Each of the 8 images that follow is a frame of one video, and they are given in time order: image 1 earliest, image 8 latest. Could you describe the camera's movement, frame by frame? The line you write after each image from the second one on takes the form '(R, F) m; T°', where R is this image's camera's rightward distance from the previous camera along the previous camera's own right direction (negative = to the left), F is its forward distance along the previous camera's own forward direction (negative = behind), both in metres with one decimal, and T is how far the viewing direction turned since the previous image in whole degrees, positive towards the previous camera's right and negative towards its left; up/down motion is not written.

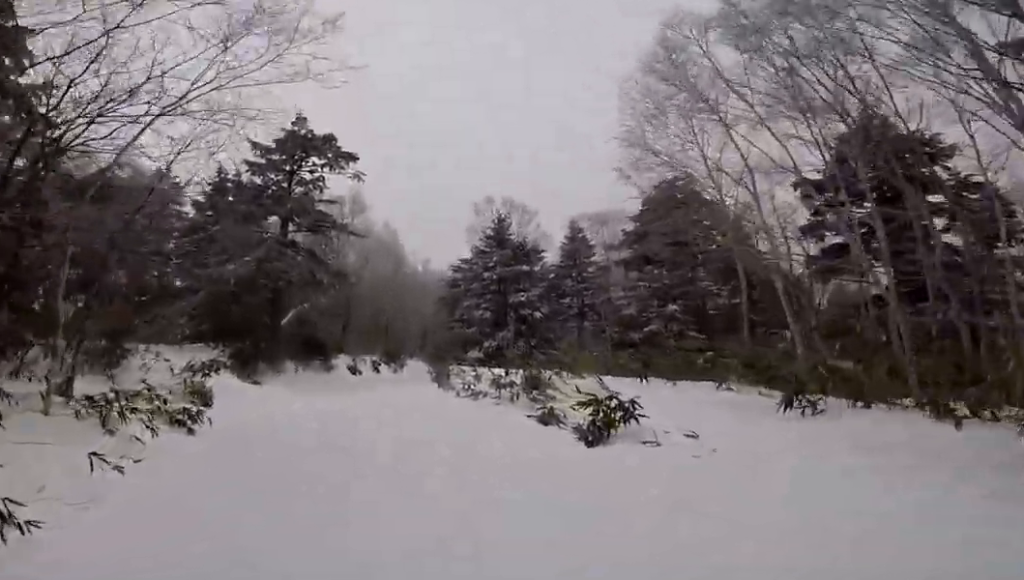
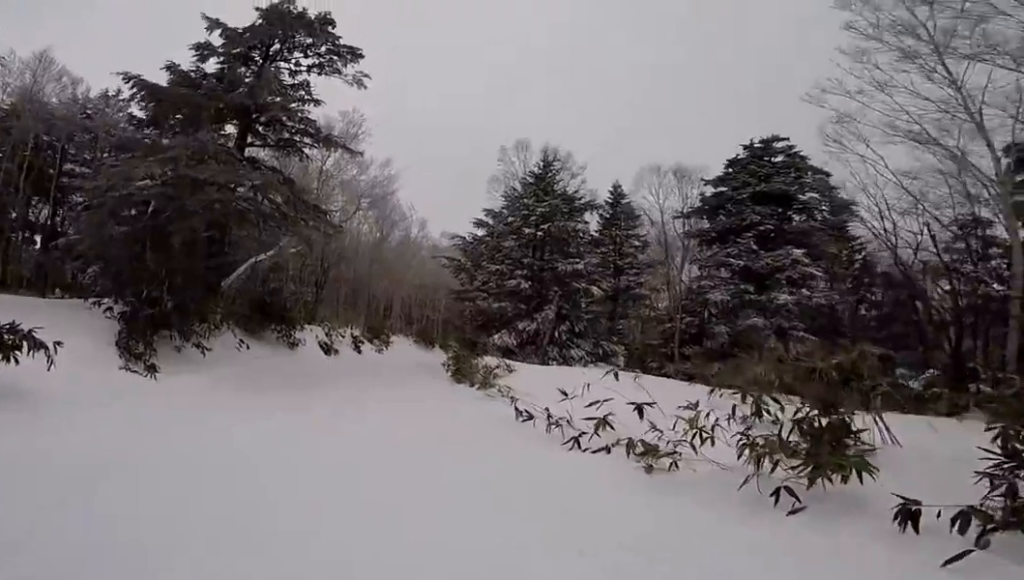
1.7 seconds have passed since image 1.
(+1.5, +6.9) m; +26°
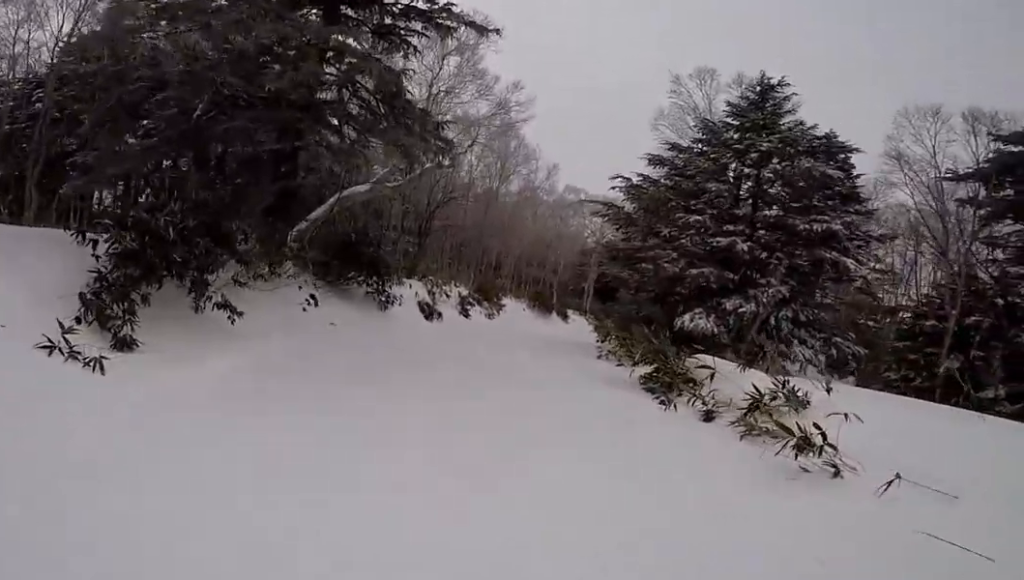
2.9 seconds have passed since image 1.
(+0.8, +5.1) m; -8°
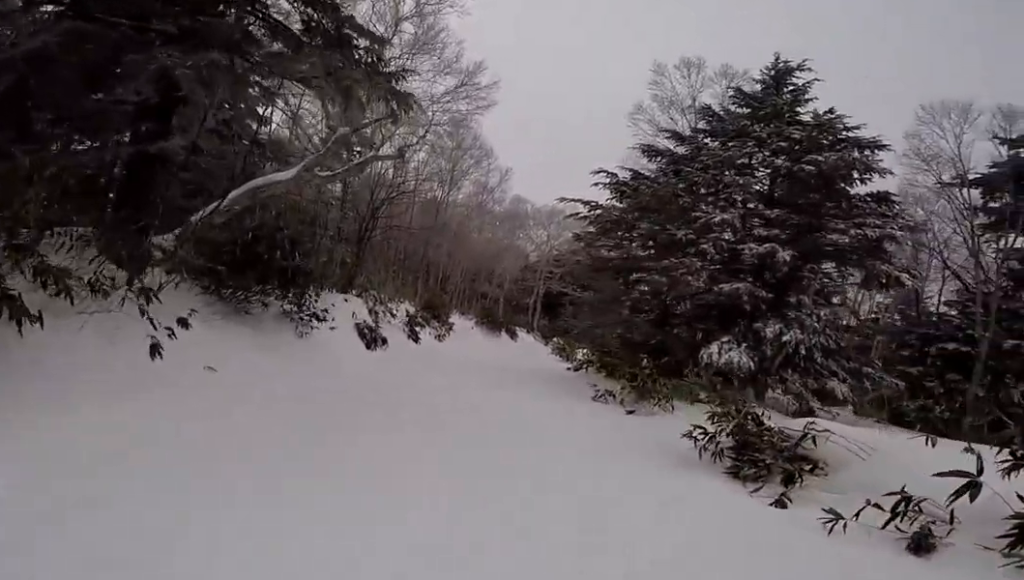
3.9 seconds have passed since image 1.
(-1.2, +3.6) m; -4°
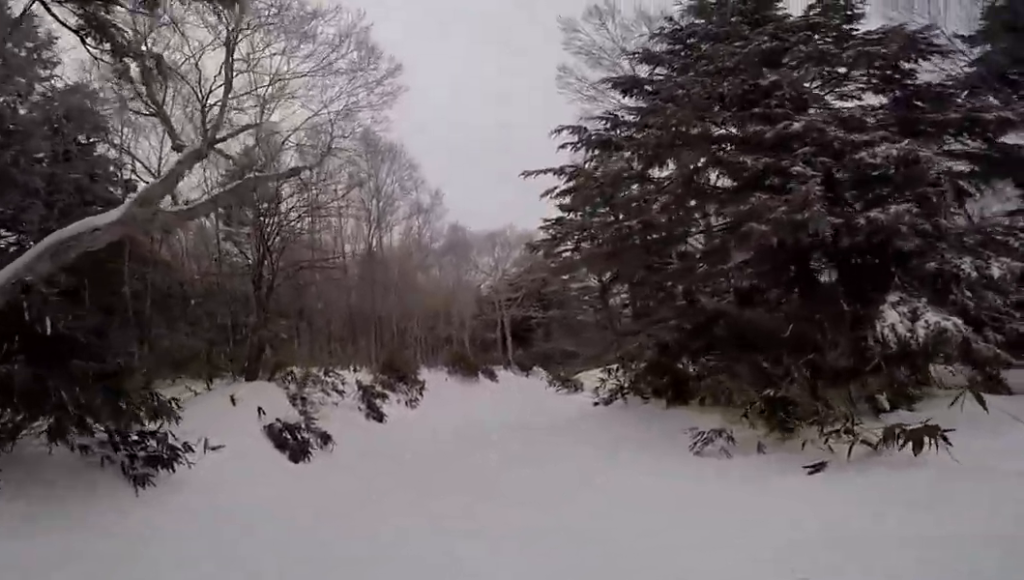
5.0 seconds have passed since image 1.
(+1.2, +4.8) m; +21°
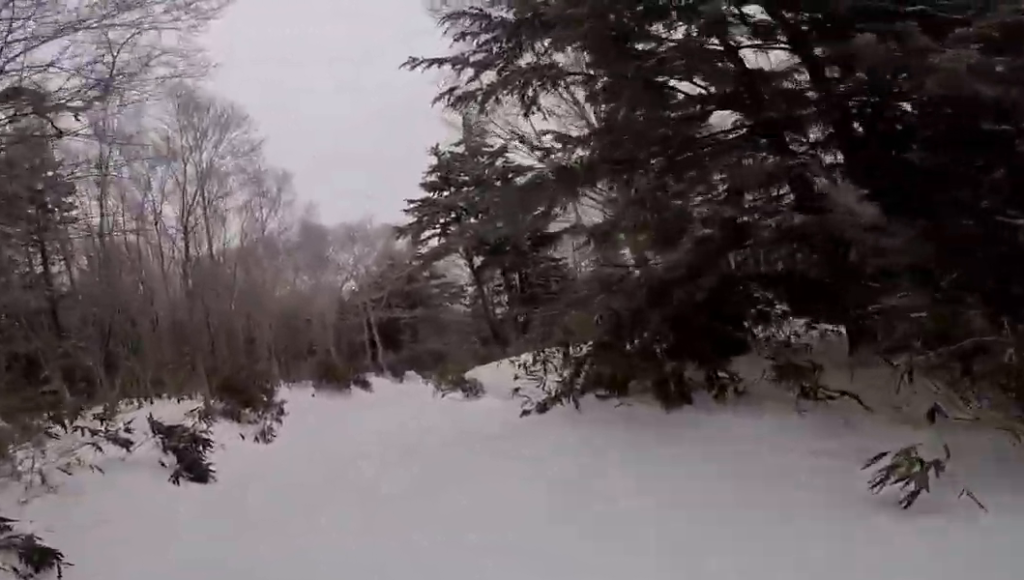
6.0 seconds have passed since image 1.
(+0.2, +4.7) m; +2°
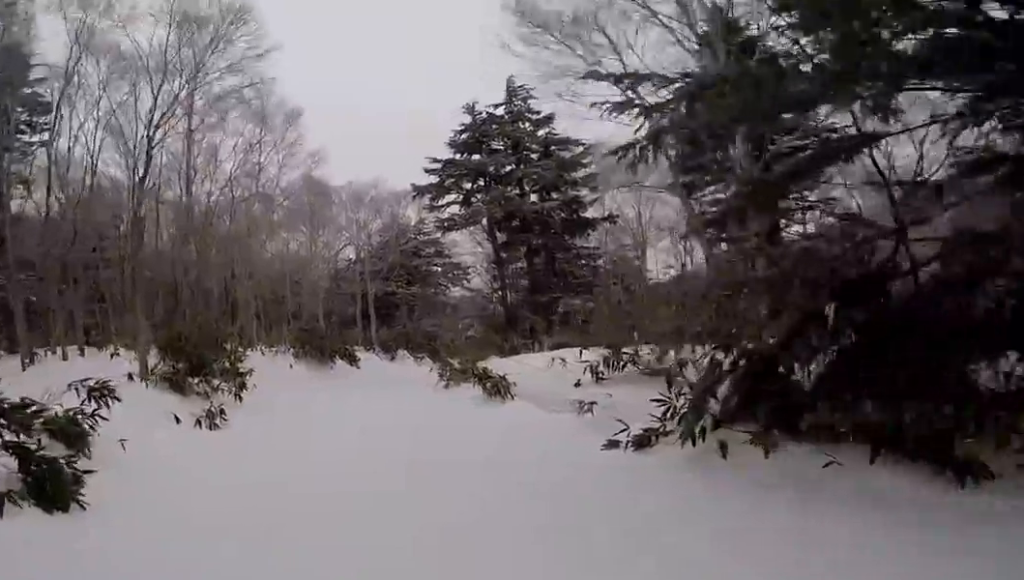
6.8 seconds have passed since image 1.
(0.0, +3.6) m; 0°
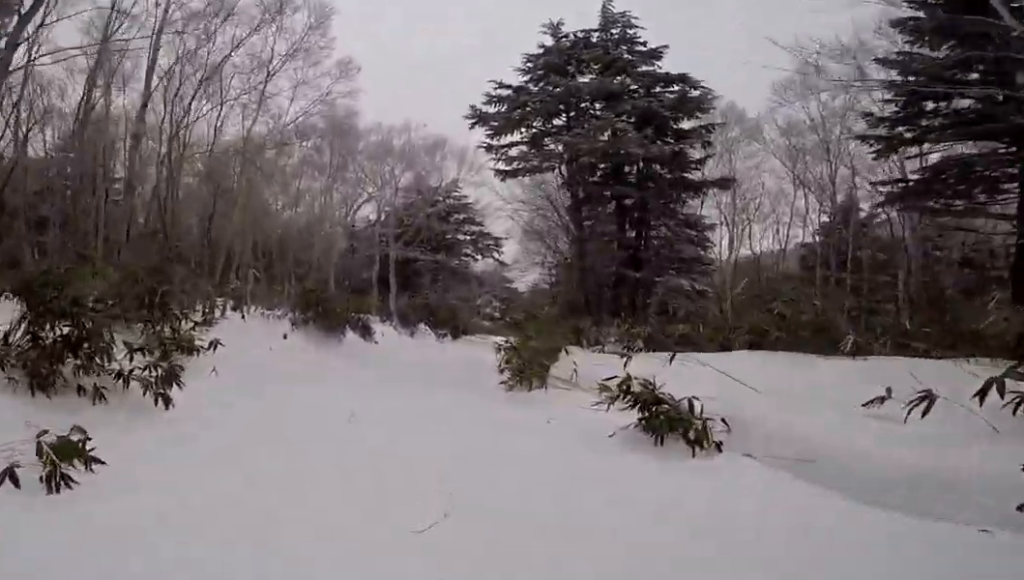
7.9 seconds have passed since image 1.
(0.0, +5.8) m; 0°
